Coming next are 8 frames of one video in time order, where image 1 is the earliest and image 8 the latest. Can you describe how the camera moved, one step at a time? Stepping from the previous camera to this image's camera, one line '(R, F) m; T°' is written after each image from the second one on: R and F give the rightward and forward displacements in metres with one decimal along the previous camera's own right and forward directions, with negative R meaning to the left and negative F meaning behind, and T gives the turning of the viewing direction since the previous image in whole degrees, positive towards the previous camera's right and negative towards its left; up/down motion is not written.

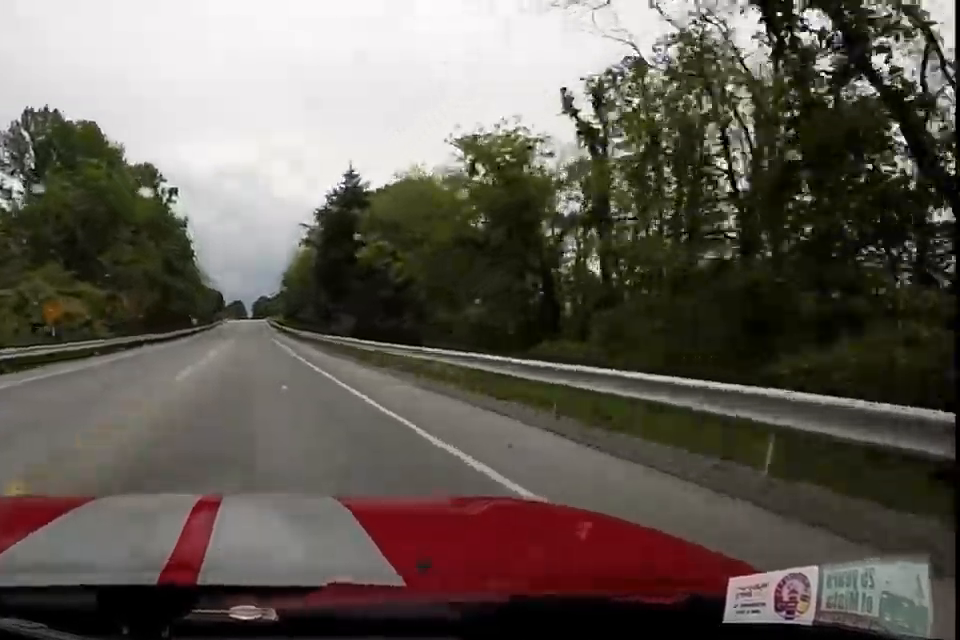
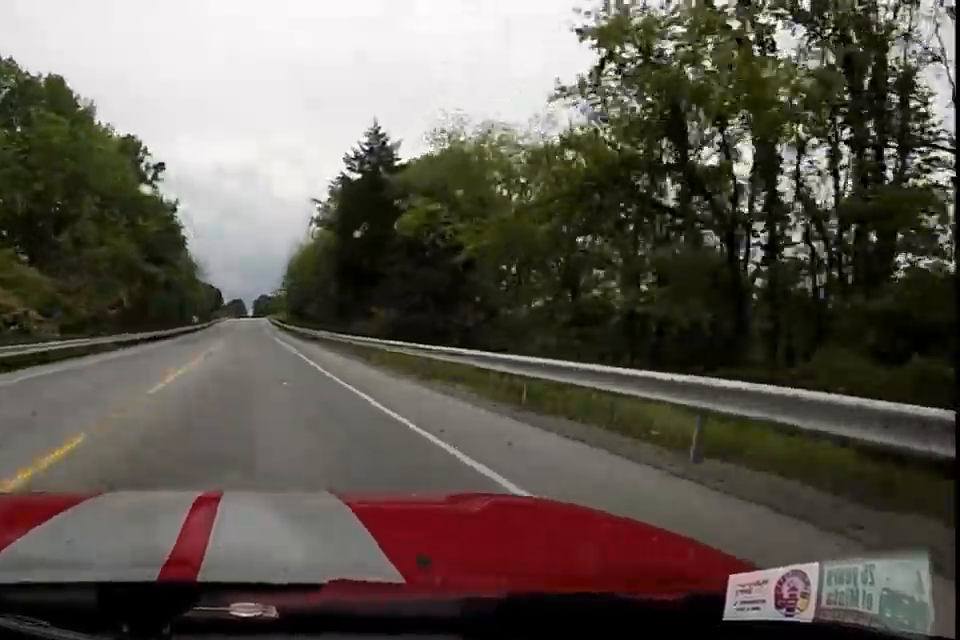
(0.0, +10.3) m; 0°
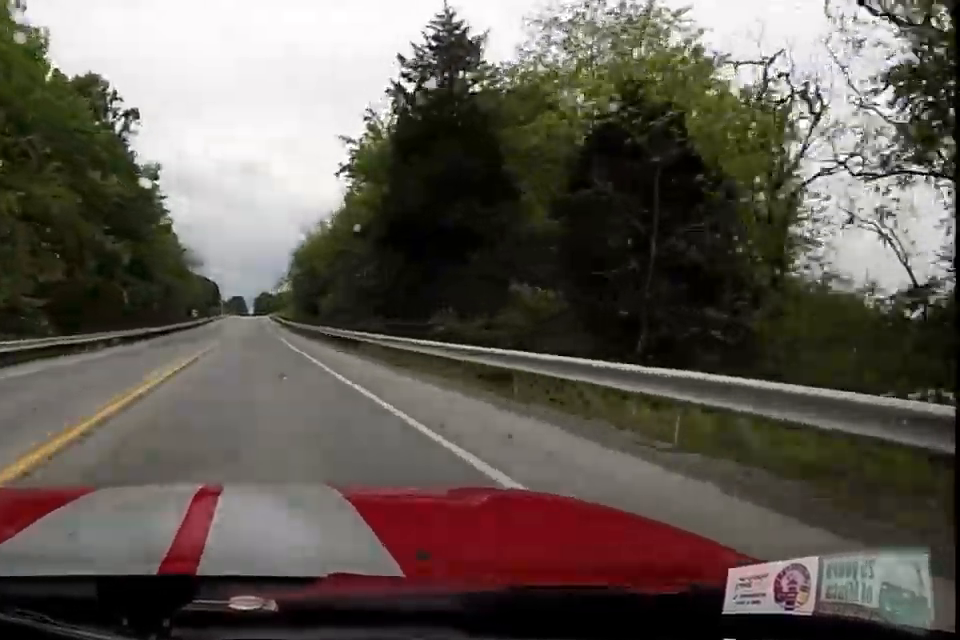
(0.0, +14.7) m; 0°
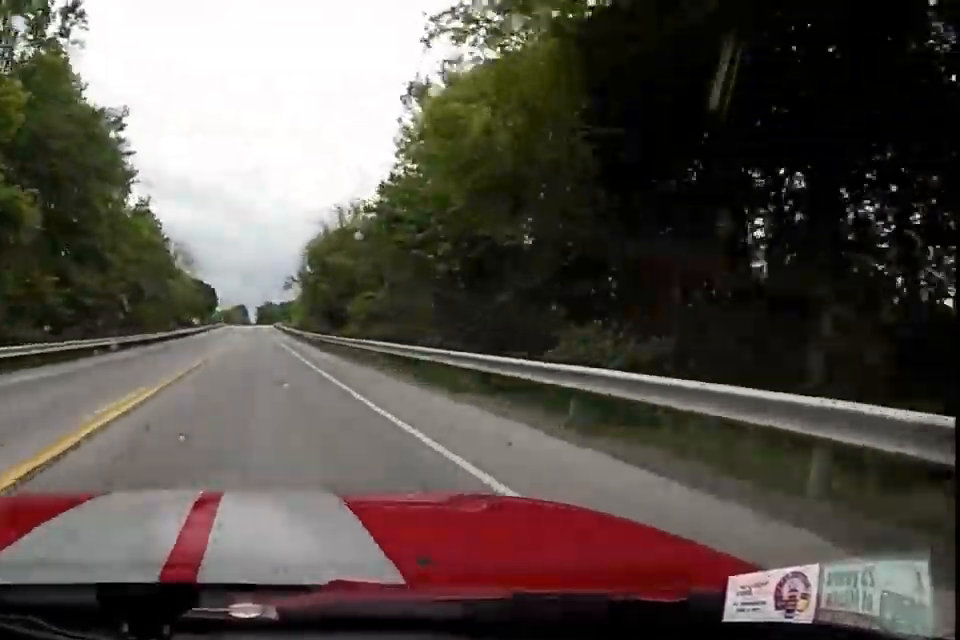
(0.0, +15.1) m; -1°
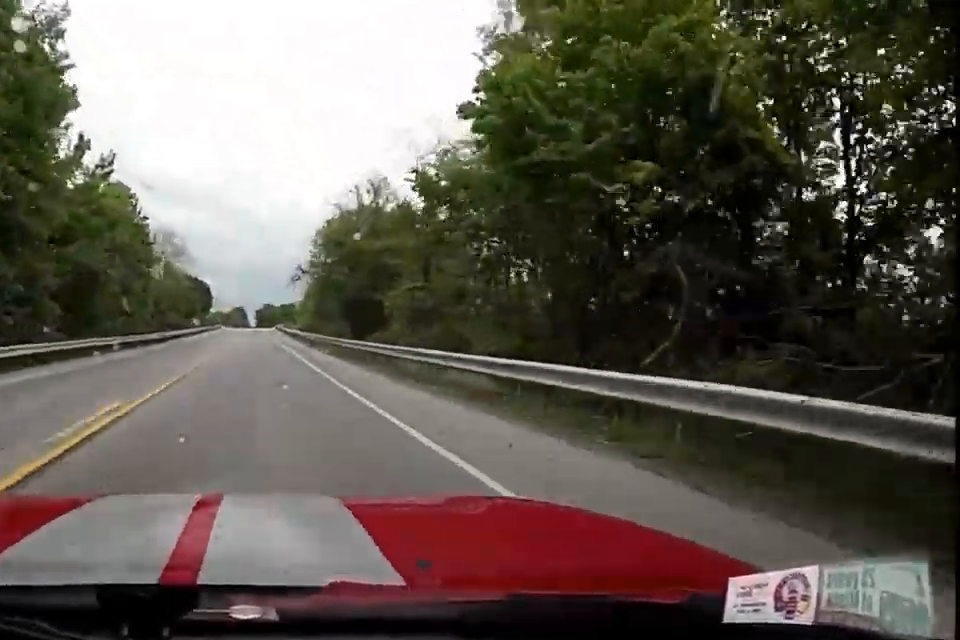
(-0.2, +11.8) m; 0°
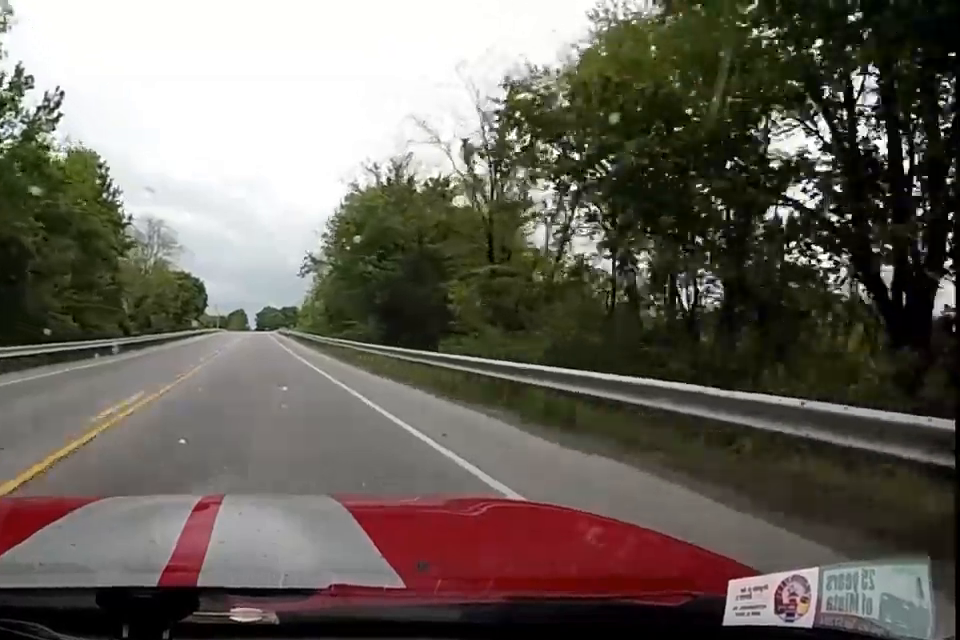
(-0.2, +9.5) m; 0°
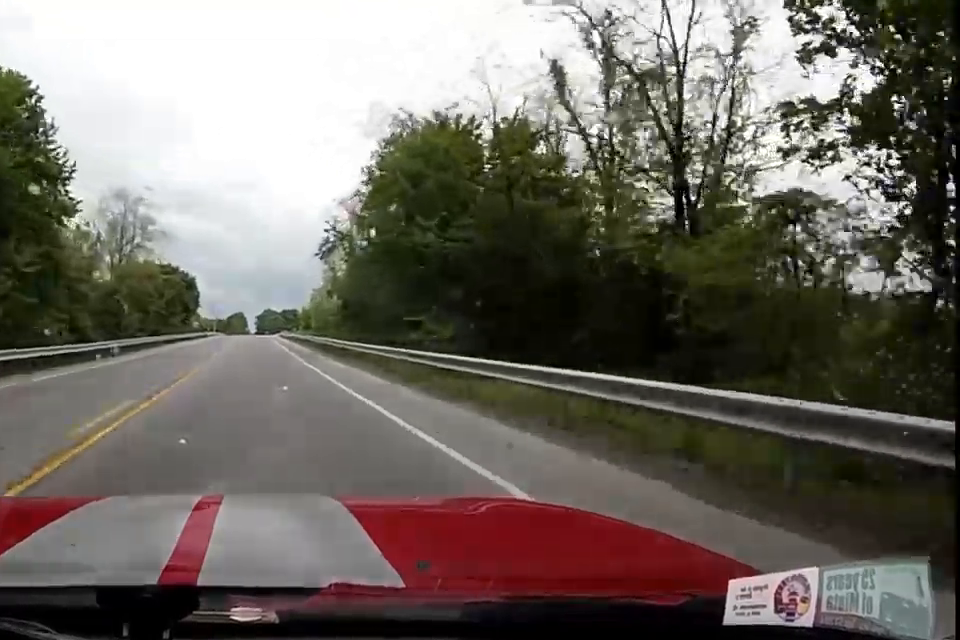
(+0.3, +12.2) m; 0°
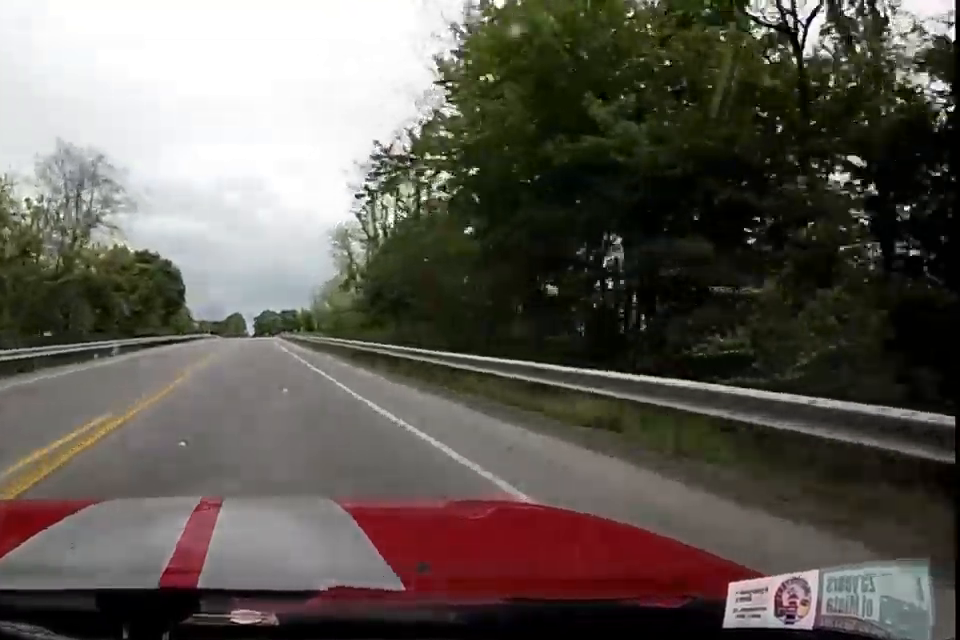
(-0.2, +12.7) m; 0°
